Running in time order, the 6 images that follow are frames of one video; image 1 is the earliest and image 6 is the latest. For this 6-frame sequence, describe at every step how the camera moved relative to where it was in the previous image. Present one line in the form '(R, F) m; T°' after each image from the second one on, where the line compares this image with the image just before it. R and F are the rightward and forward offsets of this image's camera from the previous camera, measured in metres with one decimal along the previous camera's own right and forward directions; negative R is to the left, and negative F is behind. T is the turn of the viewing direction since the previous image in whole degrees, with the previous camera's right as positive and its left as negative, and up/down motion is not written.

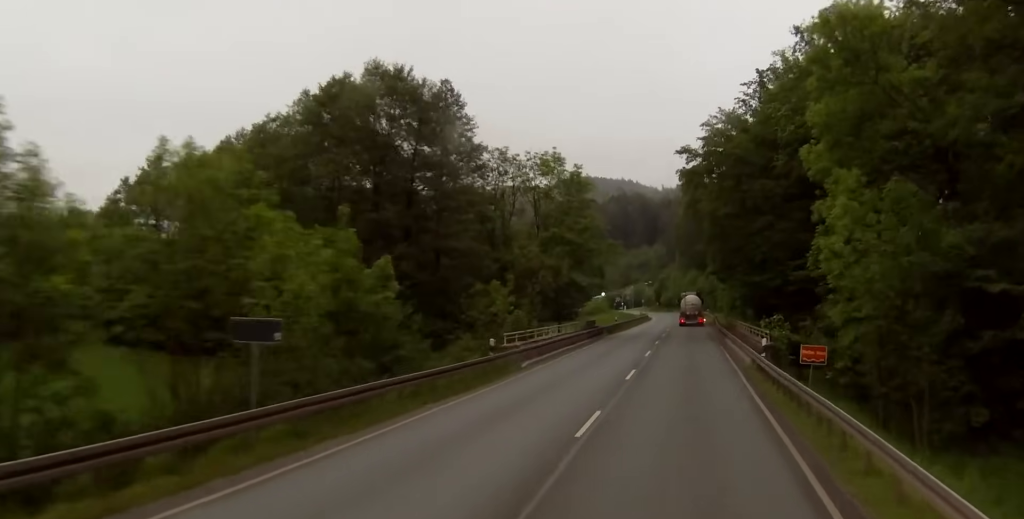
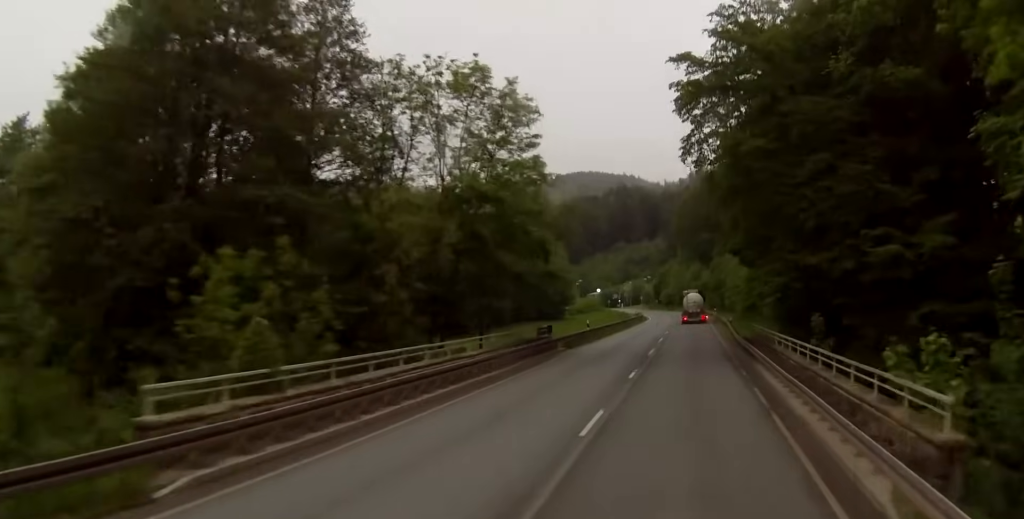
(-0.1, +23.8) m; 0°
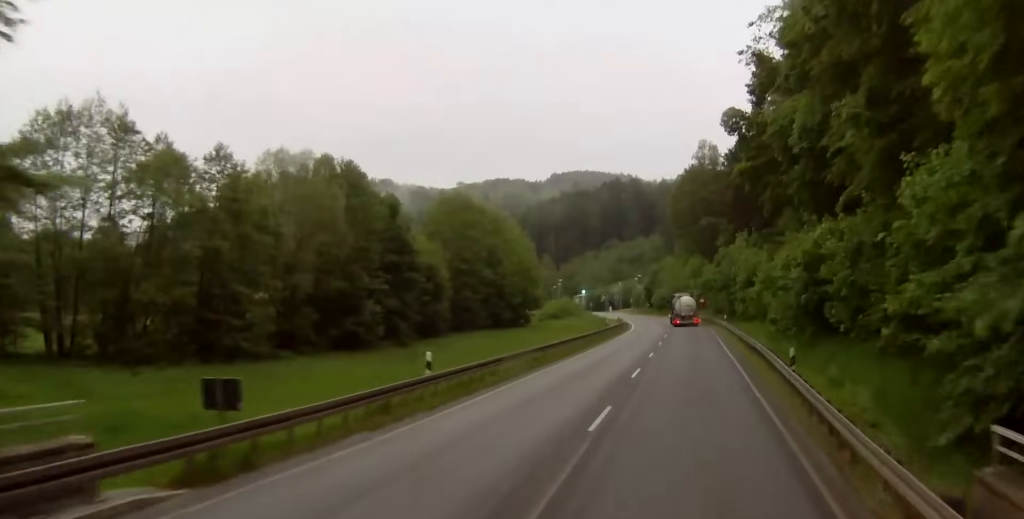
(0.0, +34.1) m; 0°
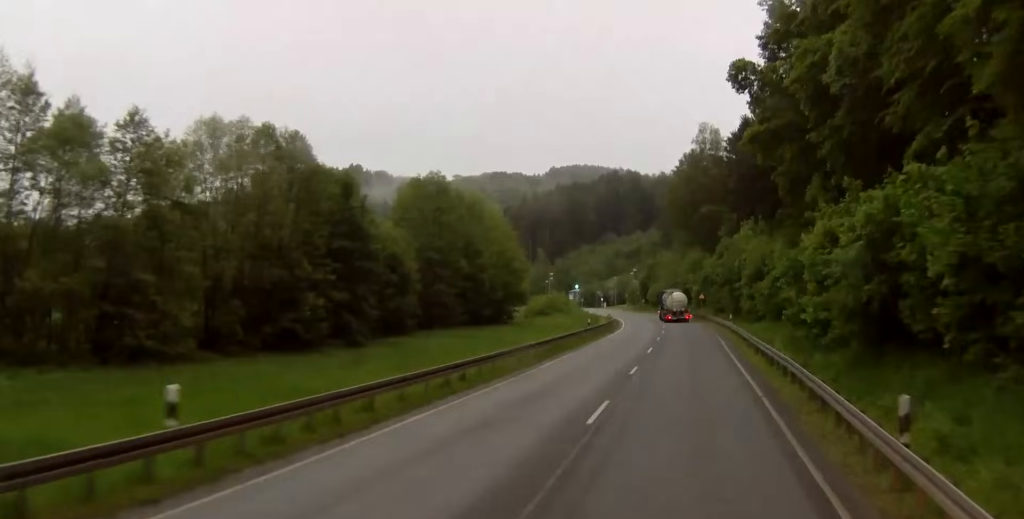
(0.0, +11.8) m; 0°
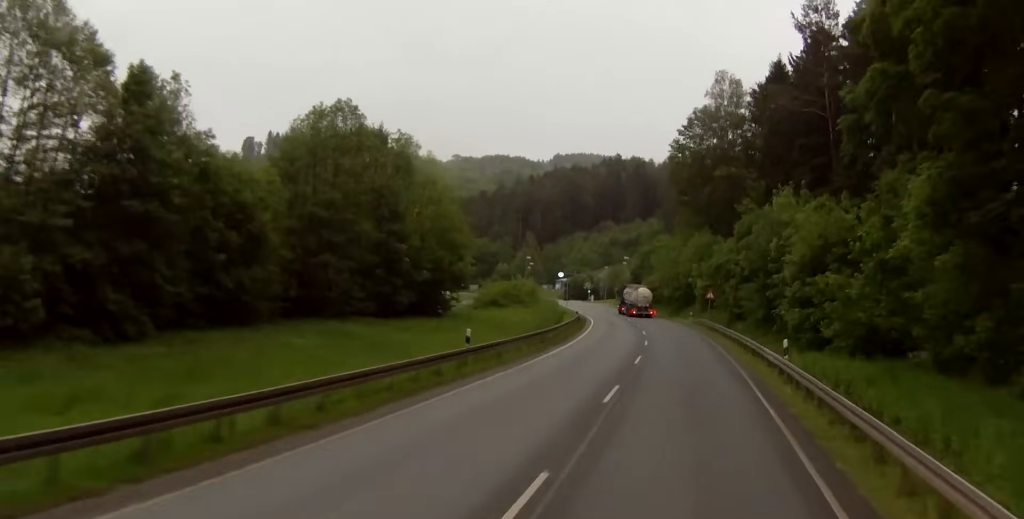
(-0.1, +32.5) m; 0°
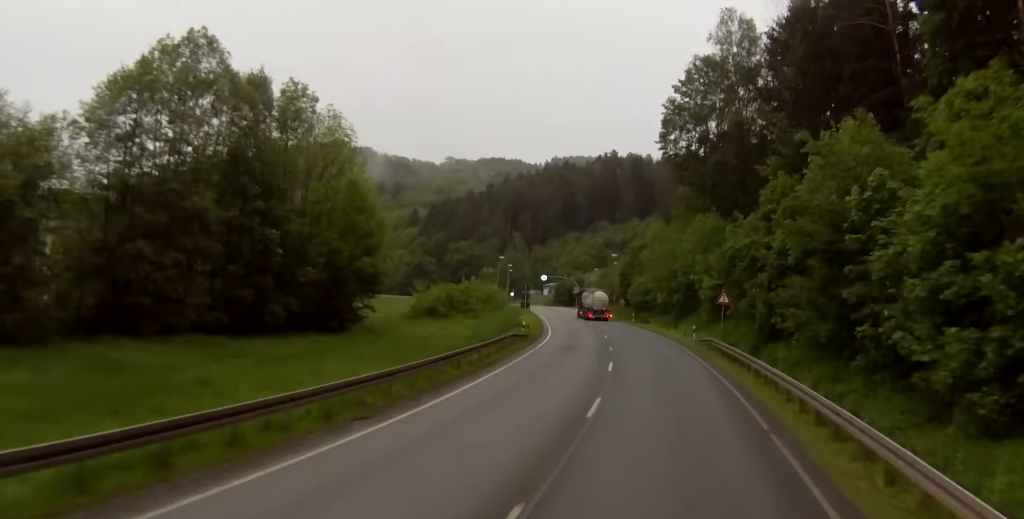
(0.0, +25.4) m; -1°
